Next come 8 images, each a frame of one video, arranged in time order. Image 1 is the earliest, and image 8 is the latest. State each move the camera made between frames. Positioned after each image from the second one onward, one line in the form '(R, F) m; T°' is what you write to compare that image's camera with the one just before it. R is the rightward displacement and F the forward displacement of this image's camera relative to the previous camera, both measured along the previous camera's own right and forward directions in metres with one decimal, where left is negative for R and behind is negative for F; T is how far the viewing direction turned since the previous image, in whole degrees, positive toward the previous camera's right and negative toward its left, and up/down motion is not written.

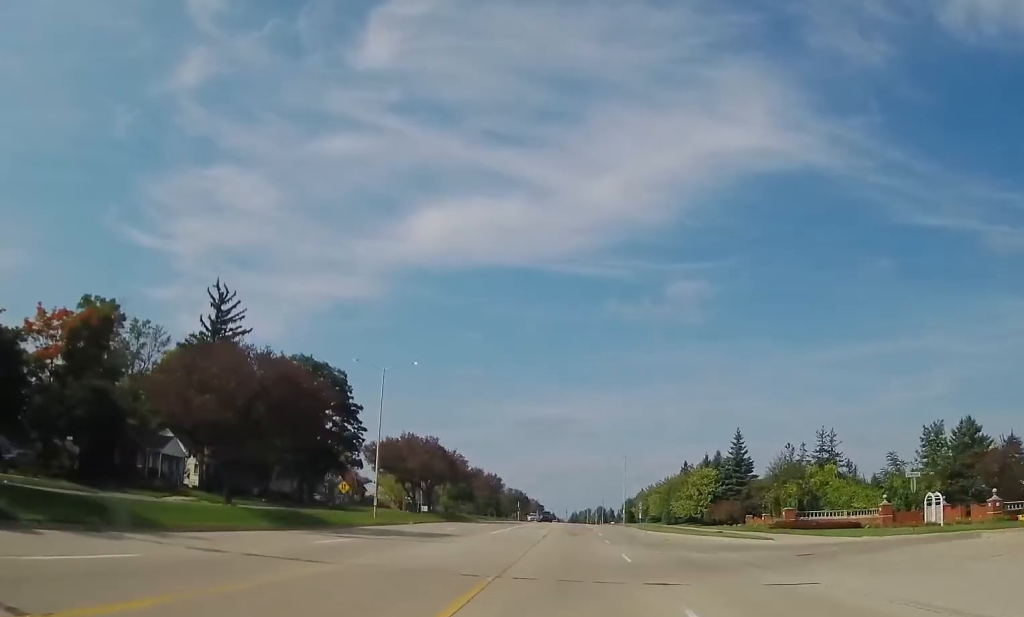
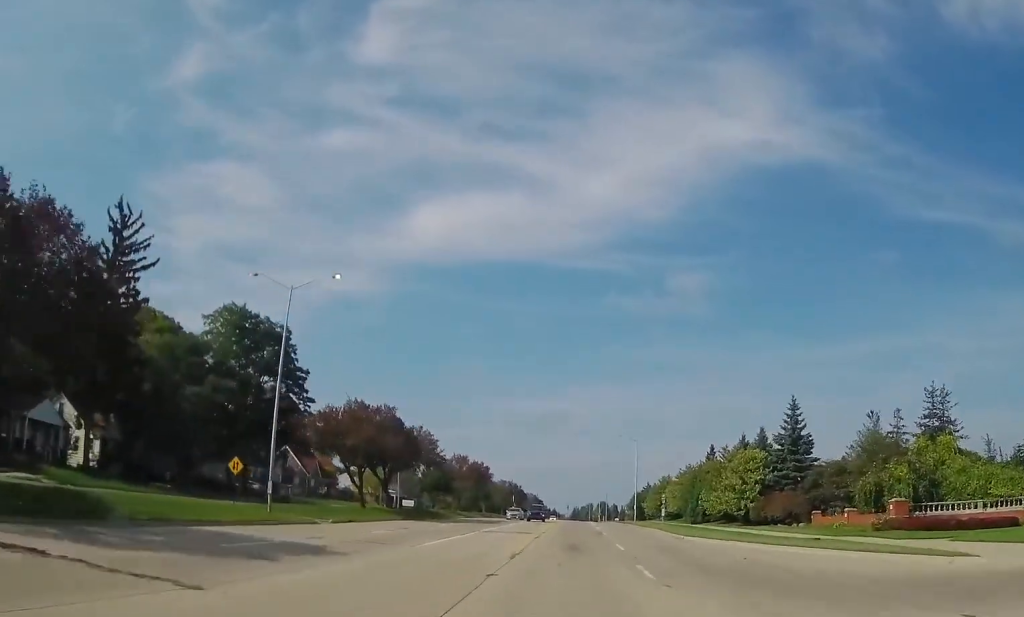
(0.0, +19.9) m; 0°
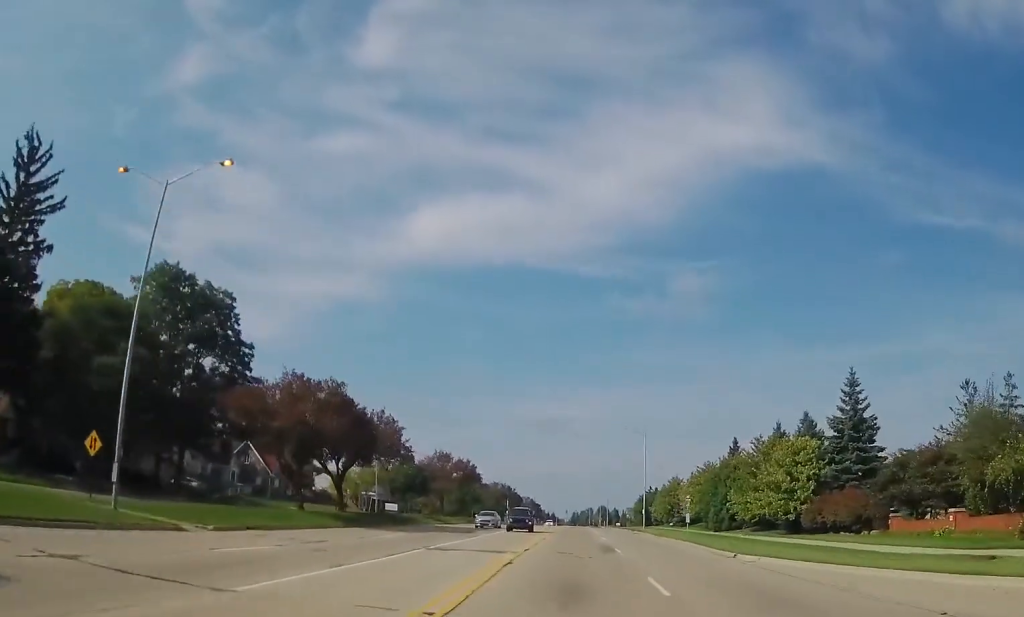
(0.0, +13.4) m; +1°
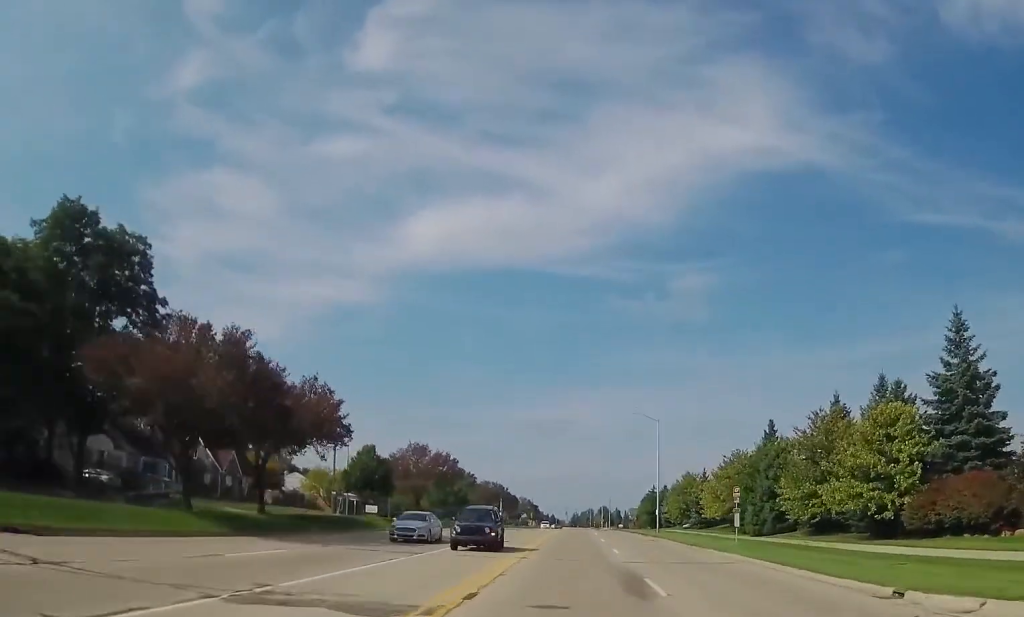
(-0.1, +14.4) m; +1°
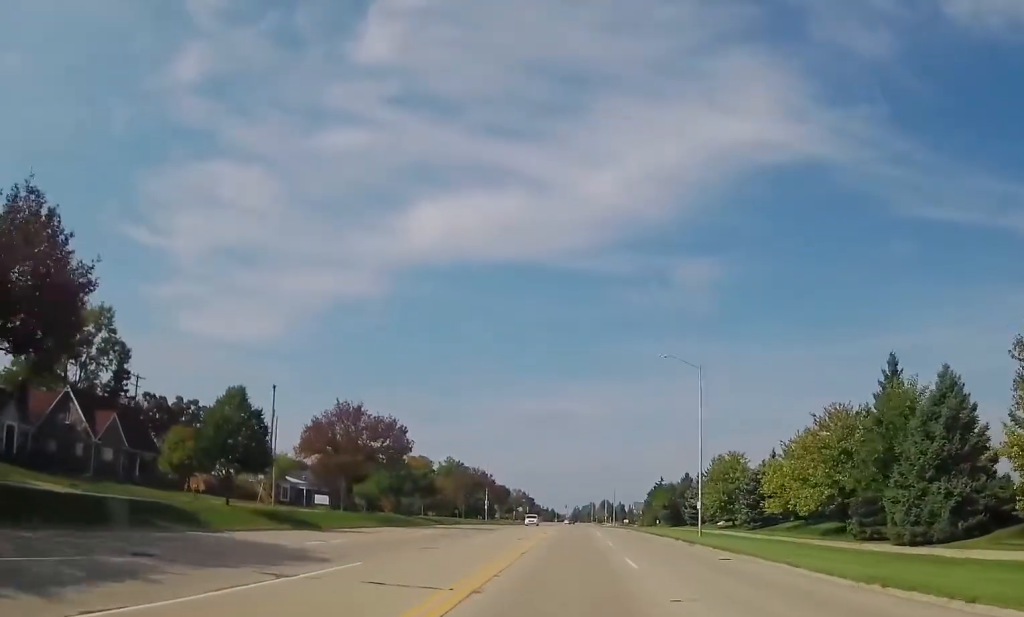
(0.0, +24.7) m; -2°
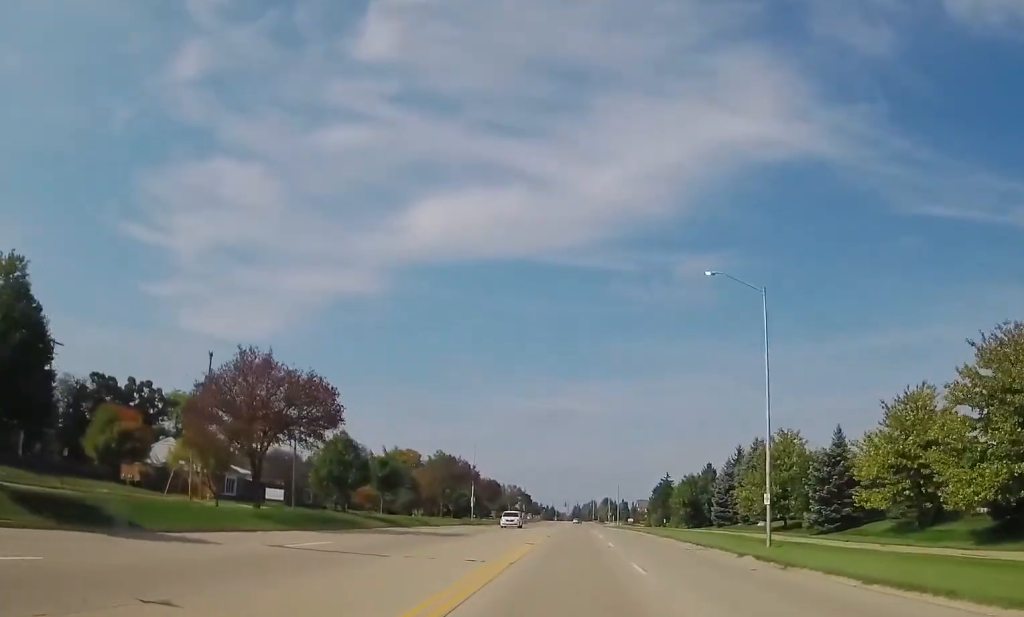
(-0.6, +17.2) m; -1°
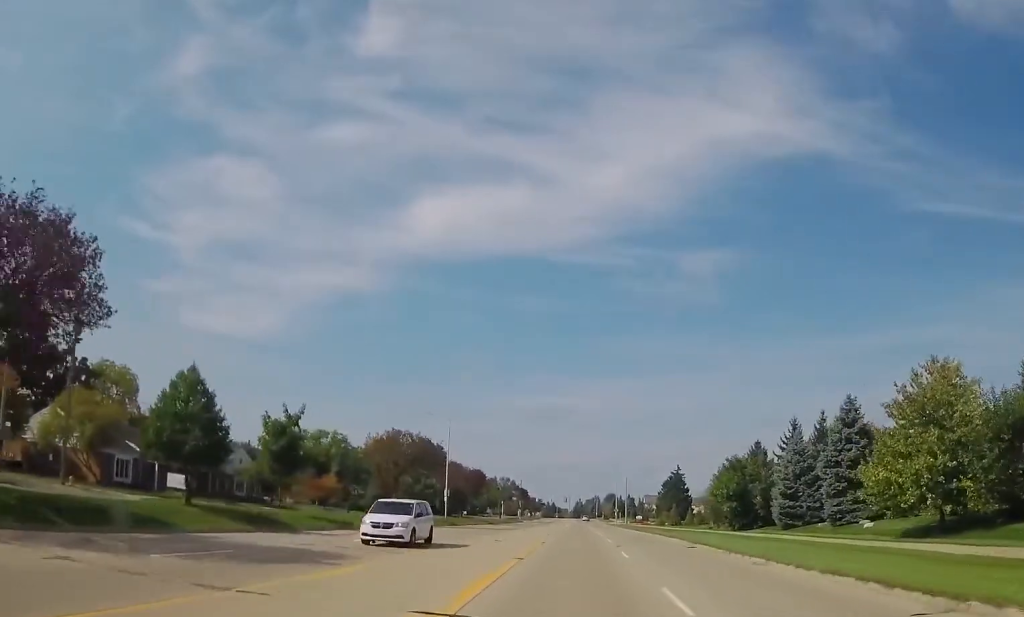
(+0.5, +23.0) m; +1°
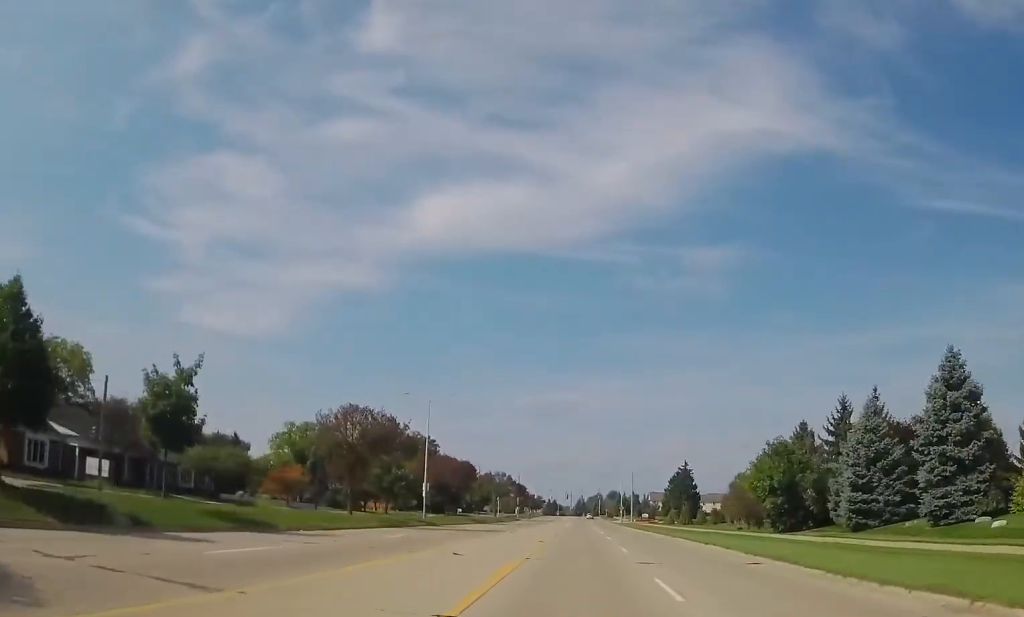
(0.0, +12.7) m; 0°
